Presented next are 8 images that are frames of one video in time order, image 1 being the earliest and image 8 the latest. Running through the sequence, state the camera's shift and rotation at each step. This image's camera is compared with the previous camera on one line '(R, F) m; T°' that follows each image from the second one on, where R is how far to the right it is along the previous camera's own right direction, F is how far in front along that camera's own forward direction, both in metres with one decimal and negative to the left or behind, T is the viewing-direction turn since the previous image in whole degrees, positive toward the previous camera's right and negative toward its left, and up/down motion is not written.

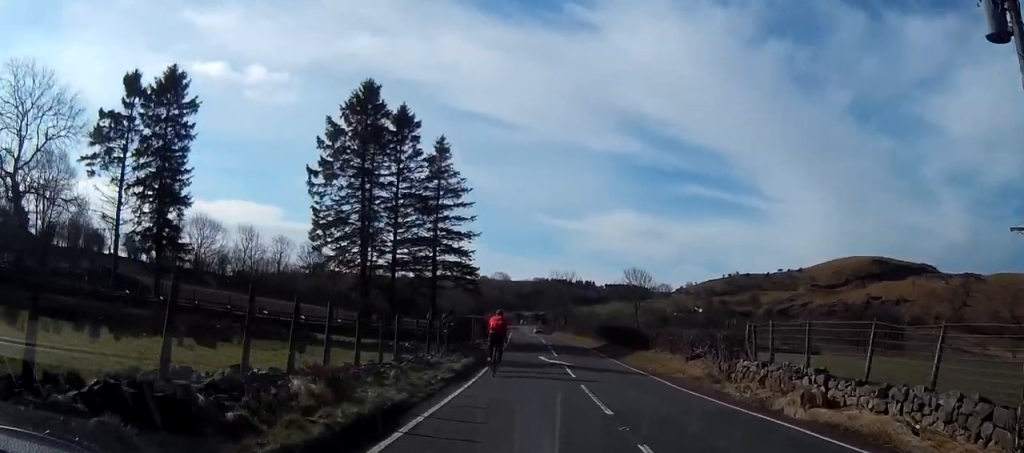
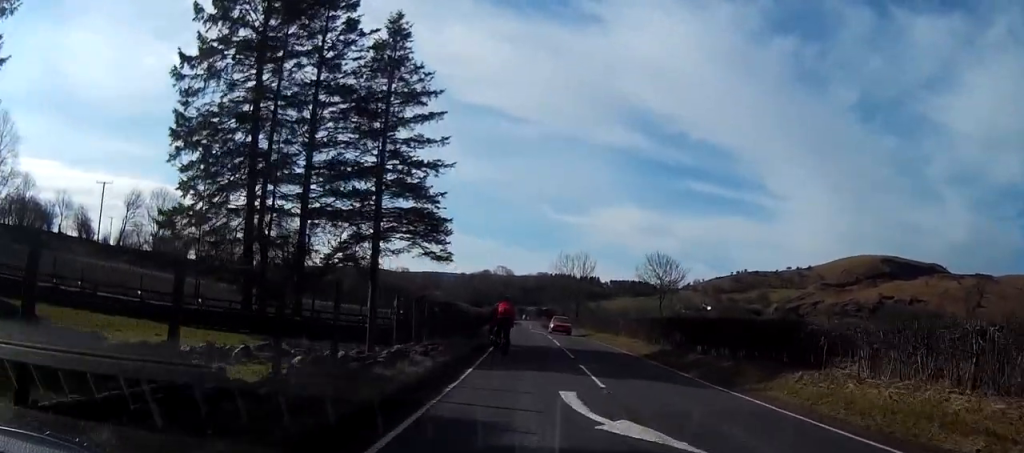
(-0.3, +21.6) m; +1°
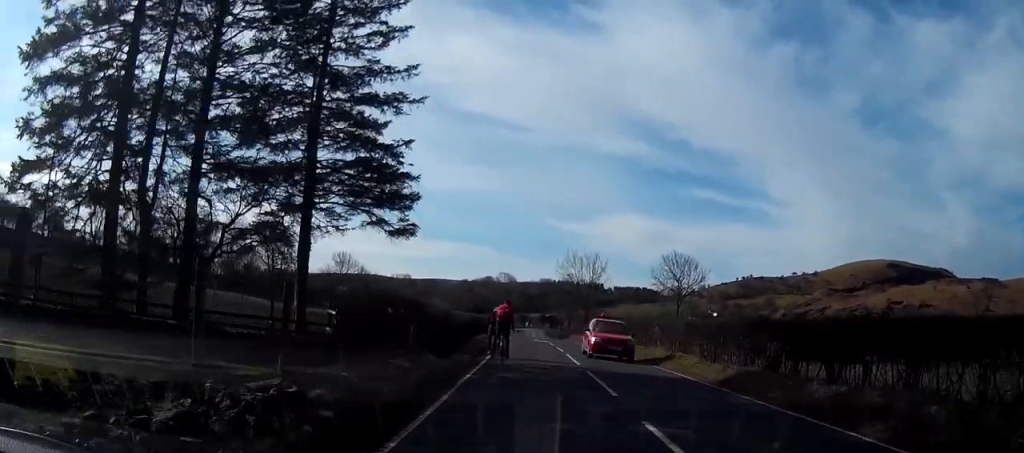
(+0.2, +10.8) m; +1°
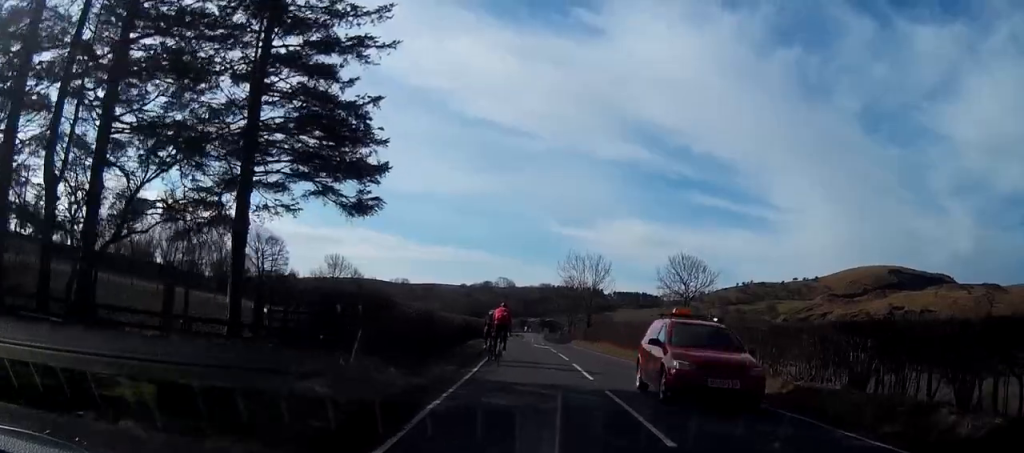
(0.0, +5.1) m; 0°
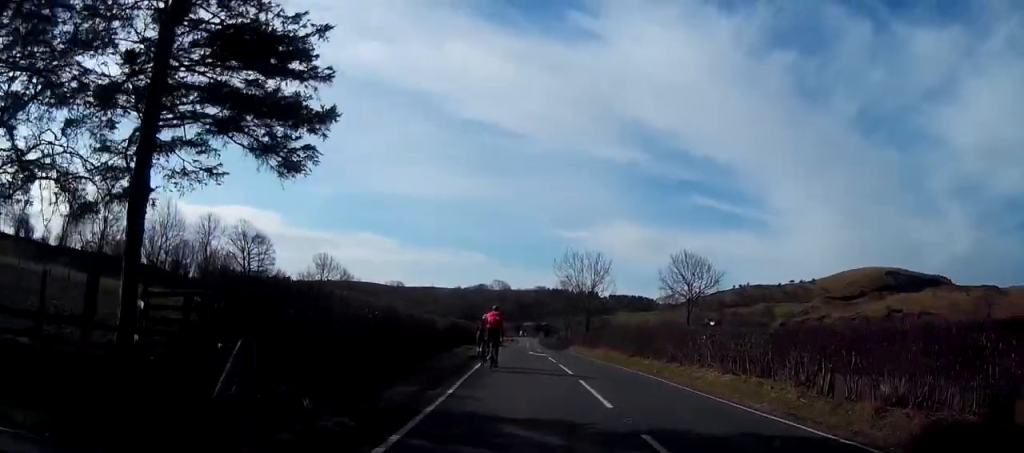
(0.0, +4.8) m; 0°
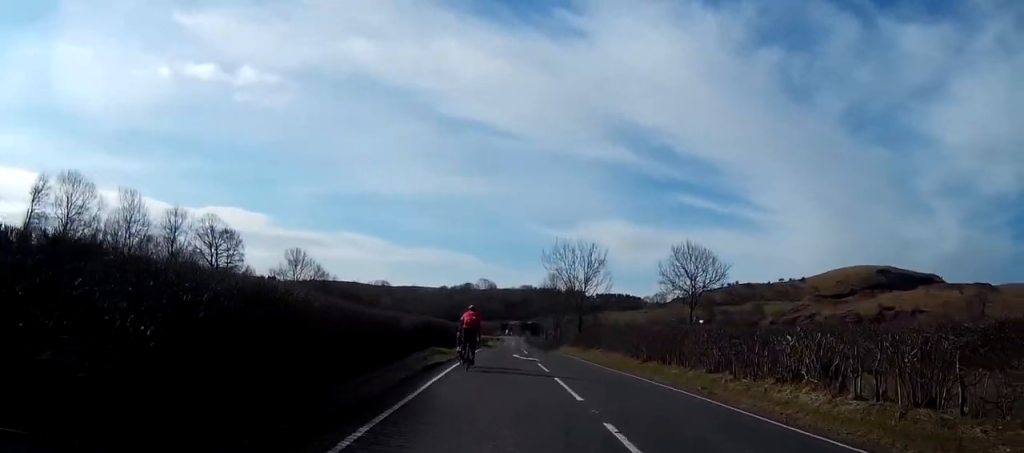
(0.0, +8.7) m; +1°
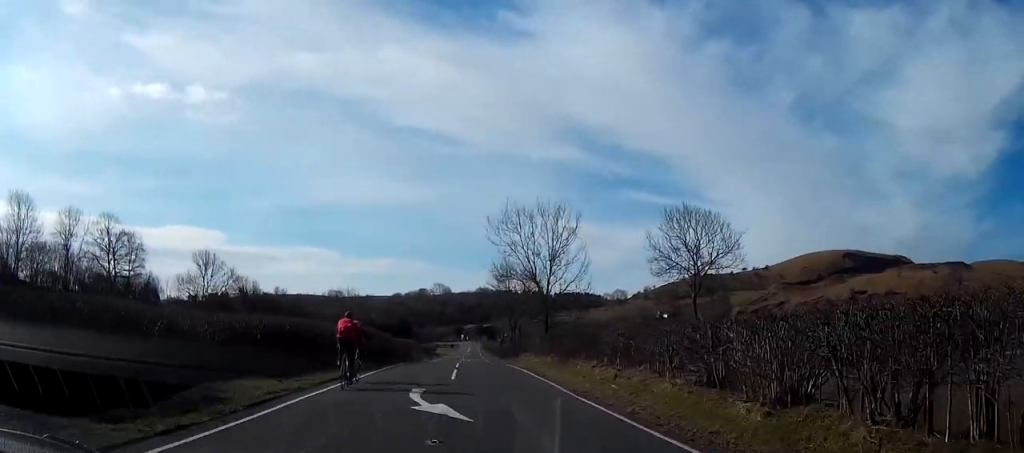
(+0.6, +19.3) m; +3°
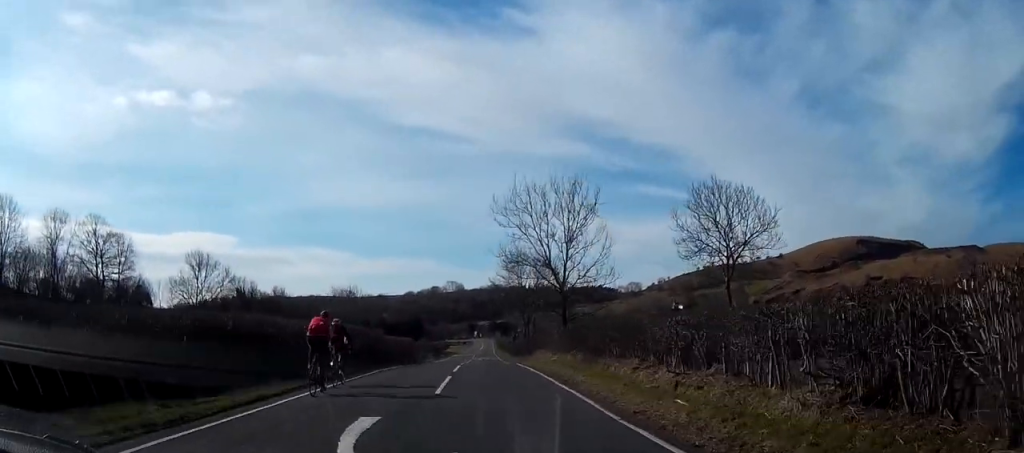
(0.0, +5.3) m; 0°
